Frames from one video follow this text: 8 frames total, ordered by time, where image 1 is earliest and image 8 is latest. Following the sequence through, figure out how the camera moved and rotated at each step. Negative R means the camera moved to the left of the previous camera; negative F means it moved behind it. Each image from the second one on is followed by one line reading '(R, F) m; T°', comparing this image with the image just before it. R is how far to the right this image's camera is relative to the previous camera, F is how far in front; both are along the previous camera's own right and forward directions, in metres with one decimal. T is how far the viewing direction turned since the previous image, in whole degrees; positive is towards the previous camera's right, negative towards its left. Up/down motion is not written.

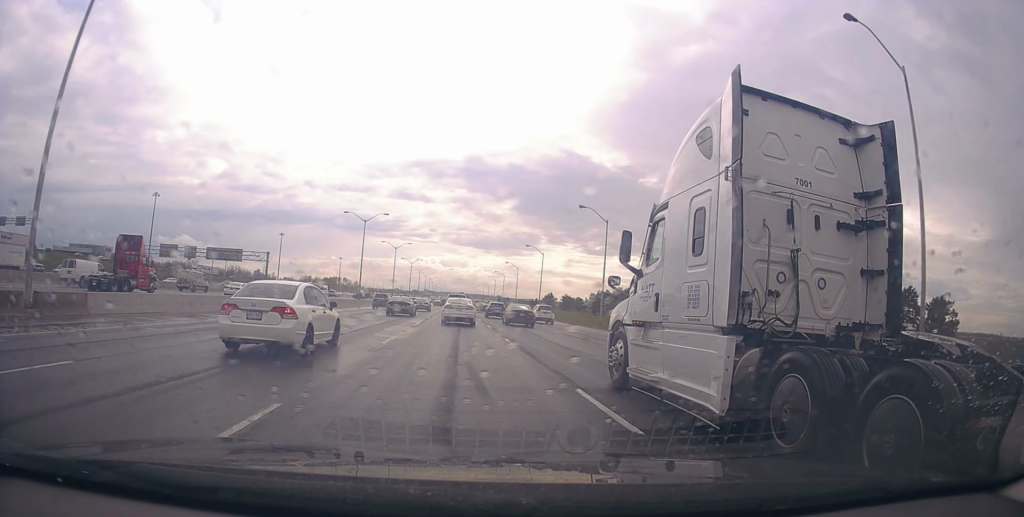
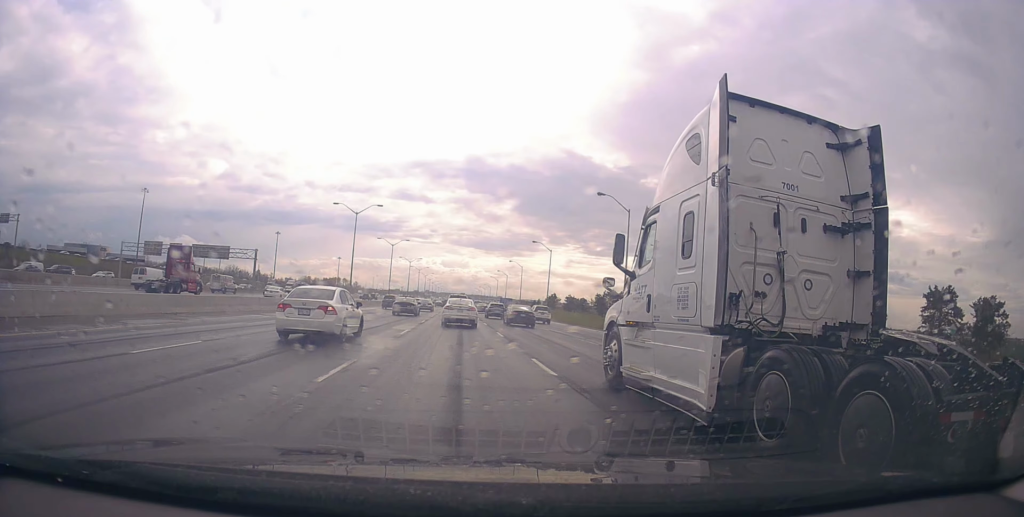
(+0.4, +7.0) m; +1°
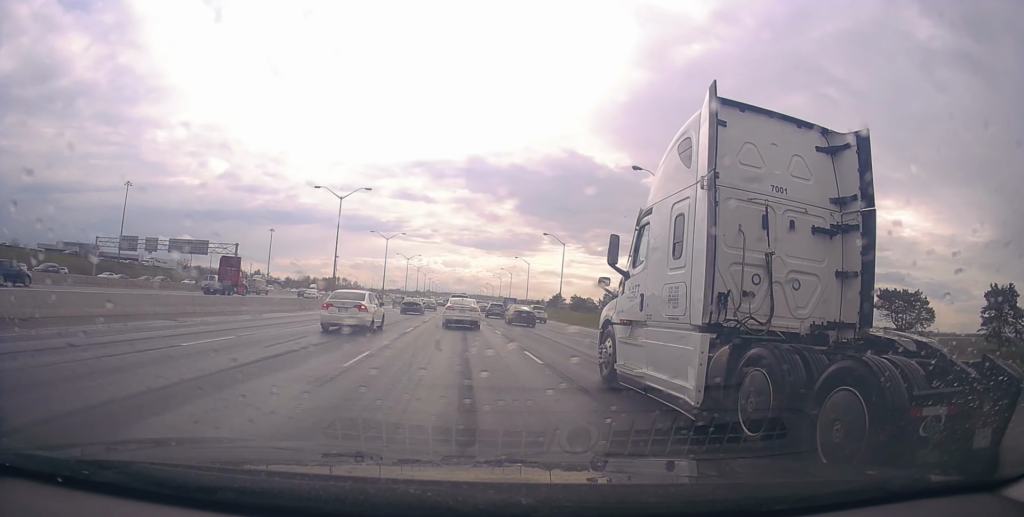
(-0.1, +10.2) m; 0°
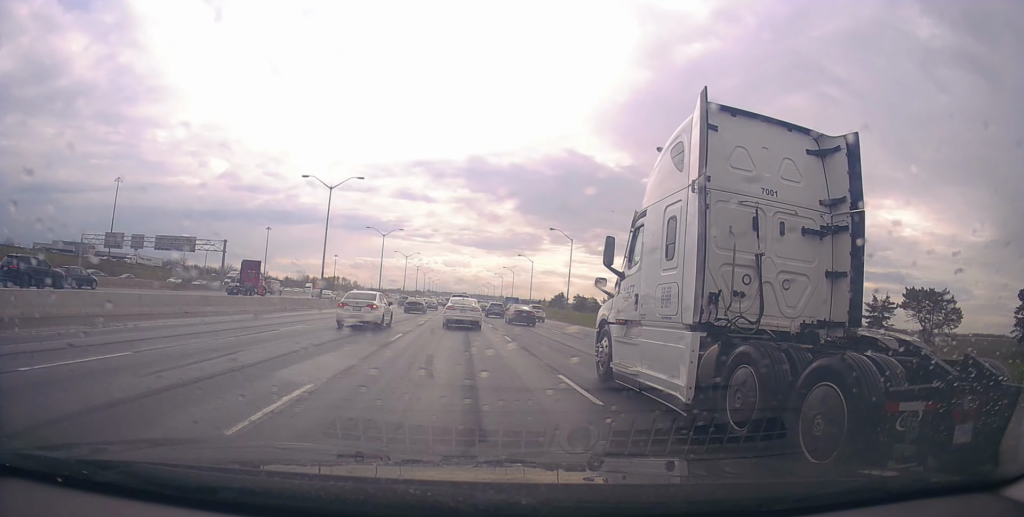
(-0.1, +5.0) m; 0°
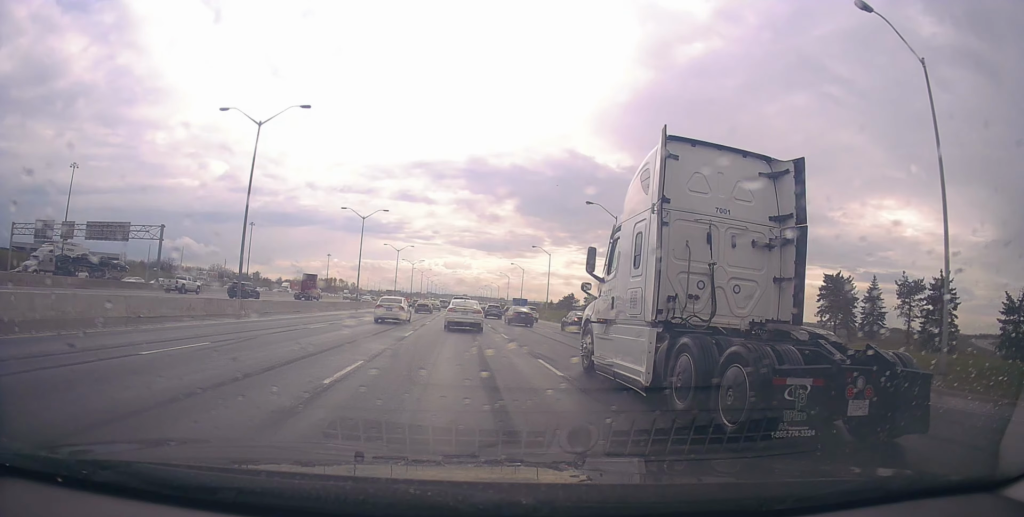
(0.0, +21.2) m; -1°
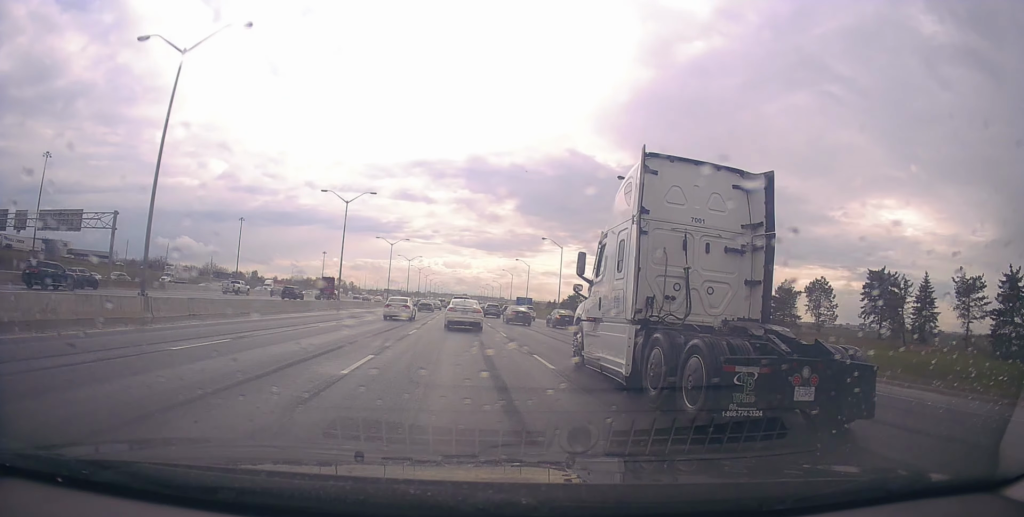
(0.0, +10.7) m; 0°
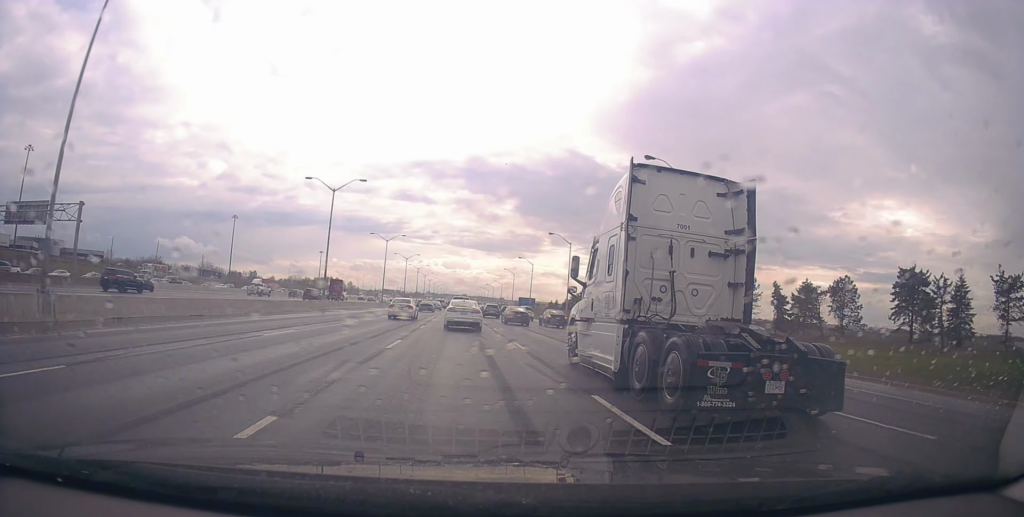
(0.0, +6.6) m; 0°
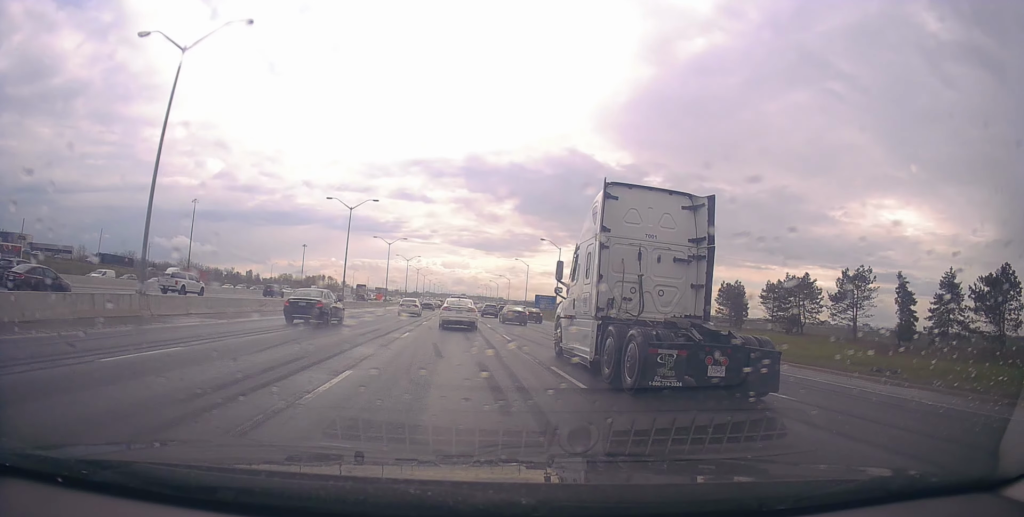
(+0.1, +31.7) m; 0°
